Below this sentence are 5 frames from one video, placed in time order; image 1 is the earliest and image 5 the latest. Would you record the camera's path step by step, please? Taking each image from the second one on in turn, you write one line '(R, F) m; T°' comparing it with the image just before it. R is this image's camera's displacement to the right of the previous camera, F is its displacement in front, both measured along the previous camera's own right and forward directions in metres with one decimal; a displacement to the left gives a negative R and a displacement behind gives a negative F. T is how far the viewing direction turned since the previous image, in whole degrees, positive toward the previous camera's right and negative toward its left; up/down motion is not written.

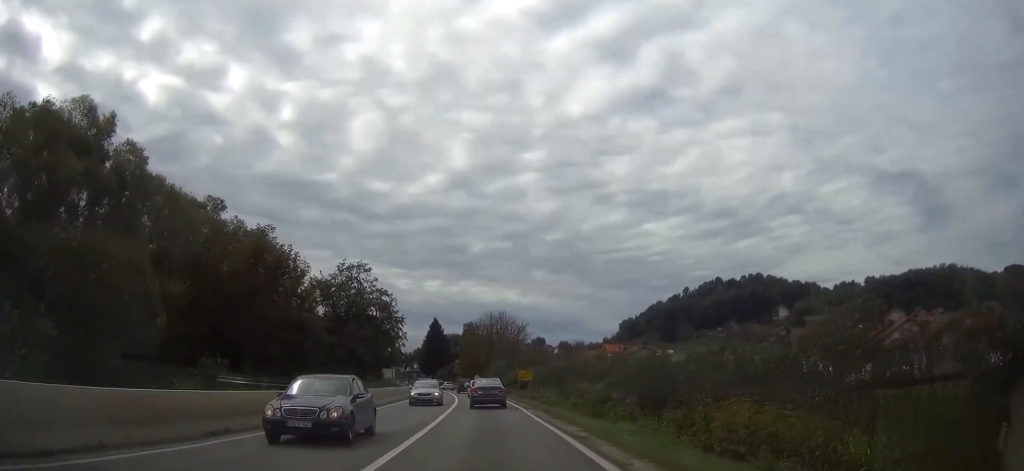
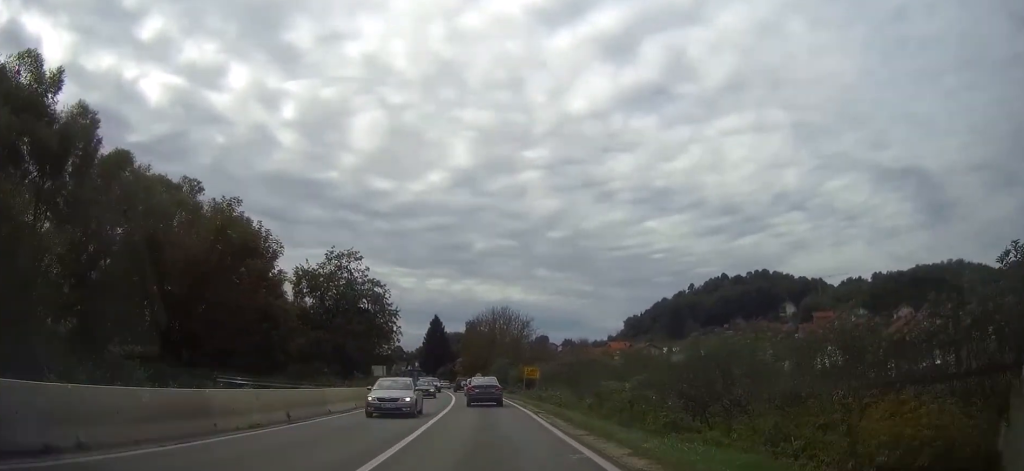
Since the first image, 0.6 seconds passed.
(0.0, +6.3) m; -1°
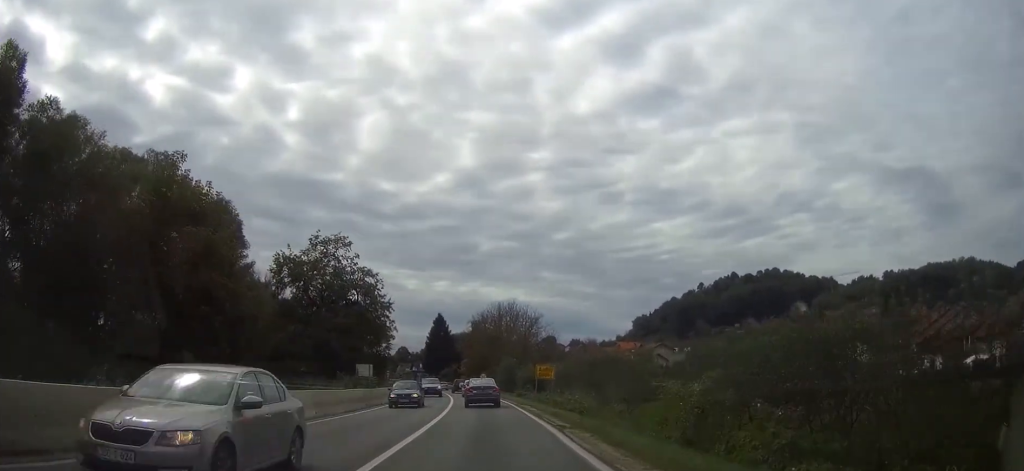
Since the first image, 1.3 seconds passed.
(0.0, +8.1) m; 0°
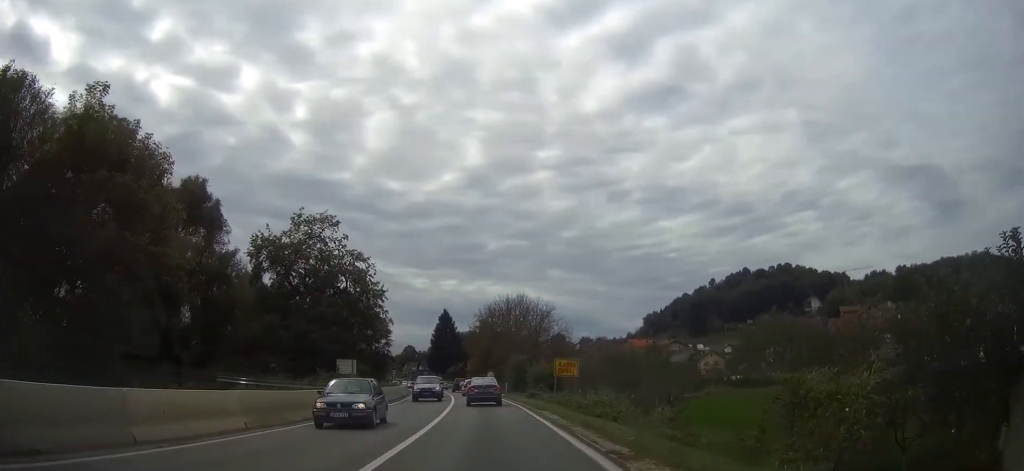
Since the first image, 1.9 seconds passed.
(0.0, +7.8) m; 0°
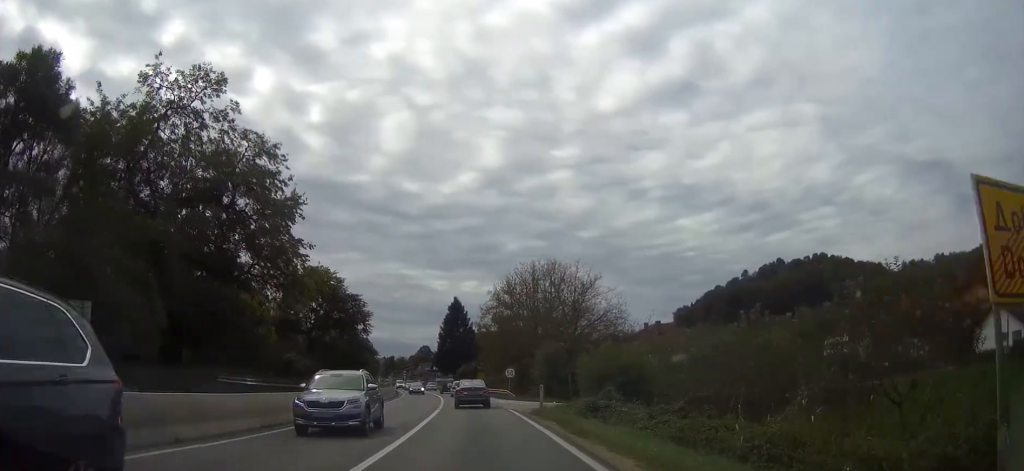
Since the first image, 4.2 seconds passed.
(-0.3, +27.0) m; -2°
